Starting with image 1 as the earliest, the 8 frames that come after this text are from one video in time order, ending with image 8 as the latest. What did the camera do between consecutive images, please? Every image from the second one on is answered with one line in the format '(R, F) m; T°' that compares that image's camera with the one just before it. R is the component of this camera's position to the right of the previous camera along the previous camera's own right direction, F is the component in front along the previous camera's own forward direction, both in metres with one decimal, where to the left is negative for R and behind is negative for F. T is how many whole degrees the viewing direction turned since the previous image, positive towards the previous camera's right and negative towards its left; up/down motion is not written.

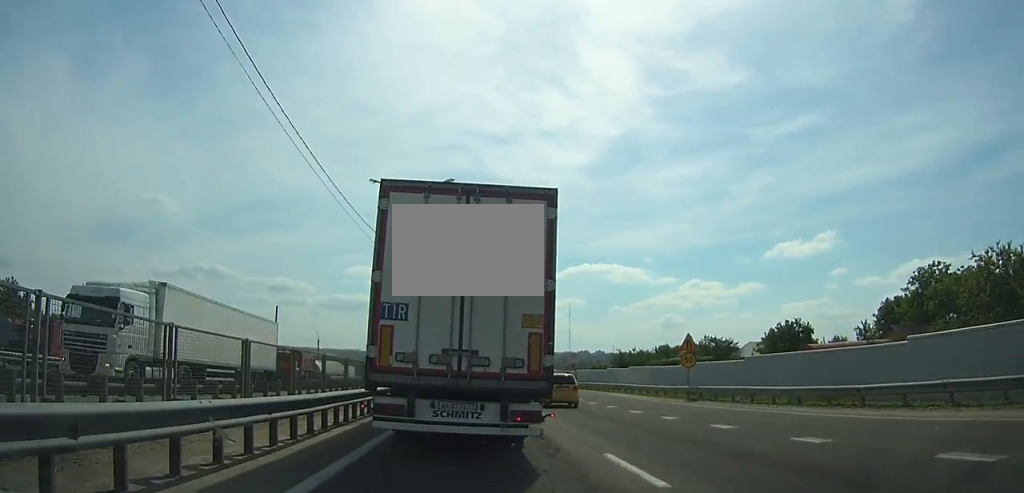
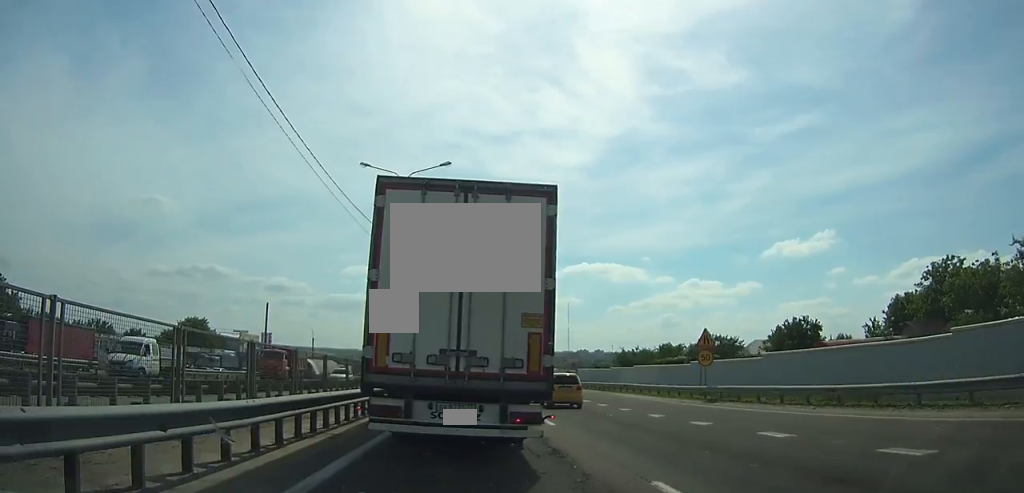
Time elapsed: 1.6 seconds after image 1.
(0.0, +2.3) m; +2°
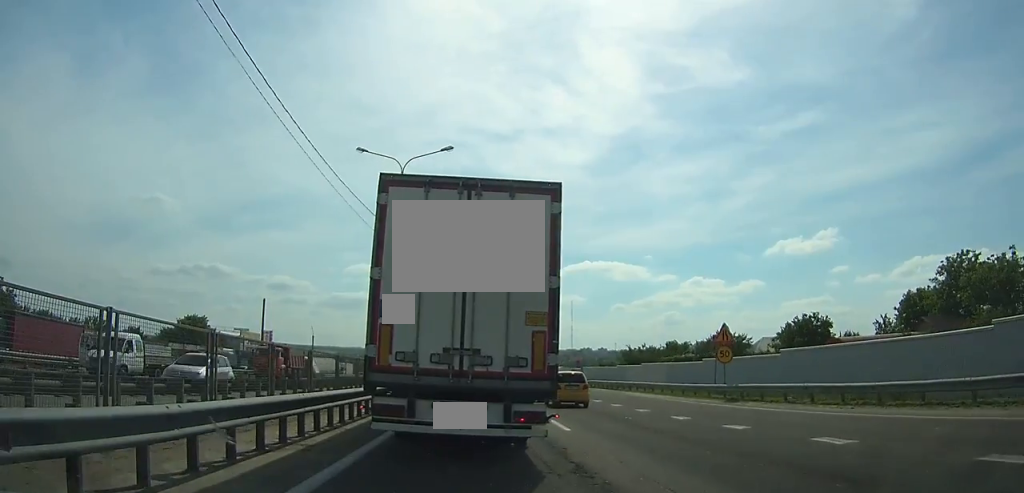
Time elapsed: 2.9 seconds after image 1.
(0.0, +1.9) m; +1°
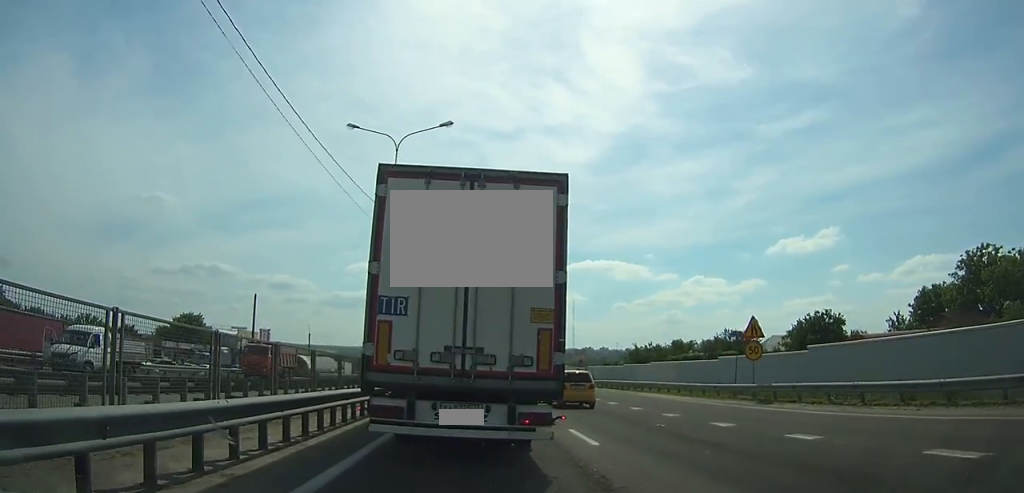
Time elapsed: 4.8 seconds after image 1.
(+0.1, +2.7) m; +1°
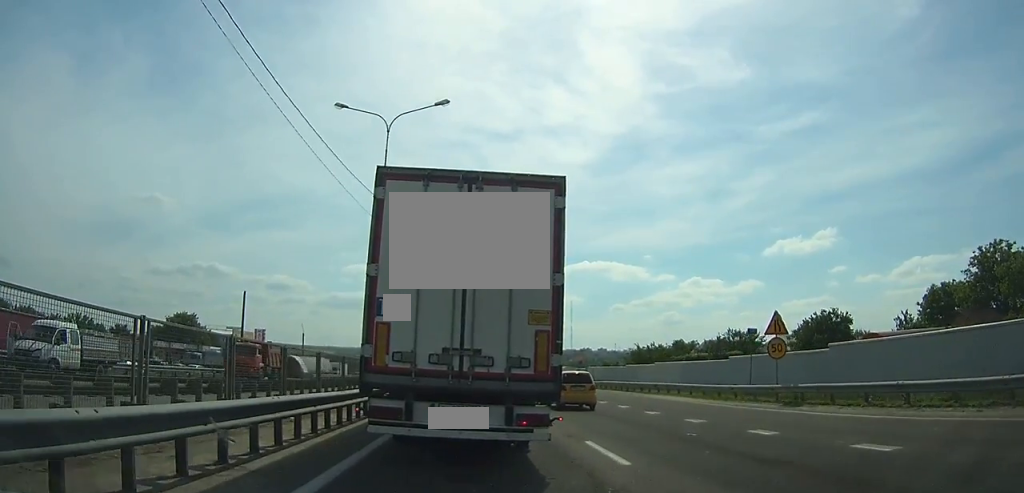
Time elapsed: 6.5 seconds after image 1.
(0.0, +2.5) m; 0°
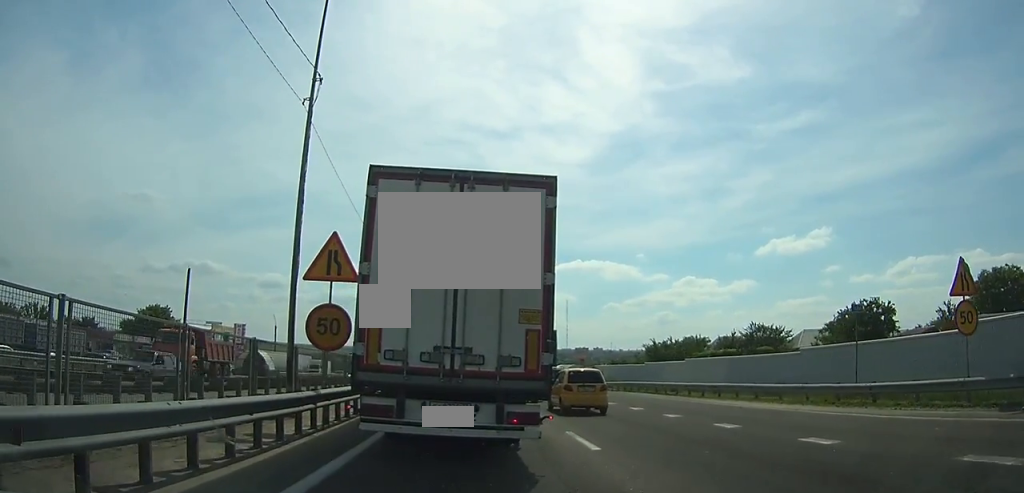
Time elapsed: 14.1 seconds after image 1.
(-0.2, +10.4) m; -2°
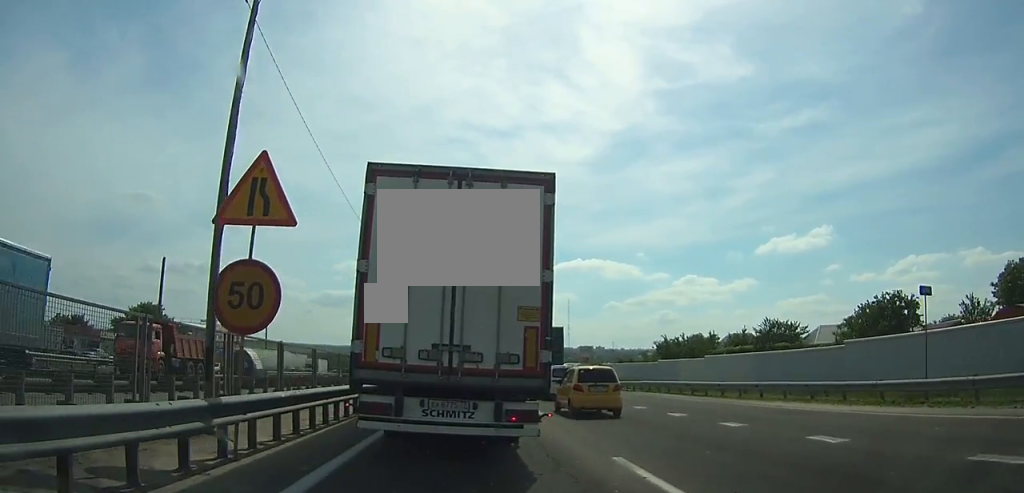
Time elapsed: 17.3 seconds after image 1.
(+0.1, +3.9) m; +1°
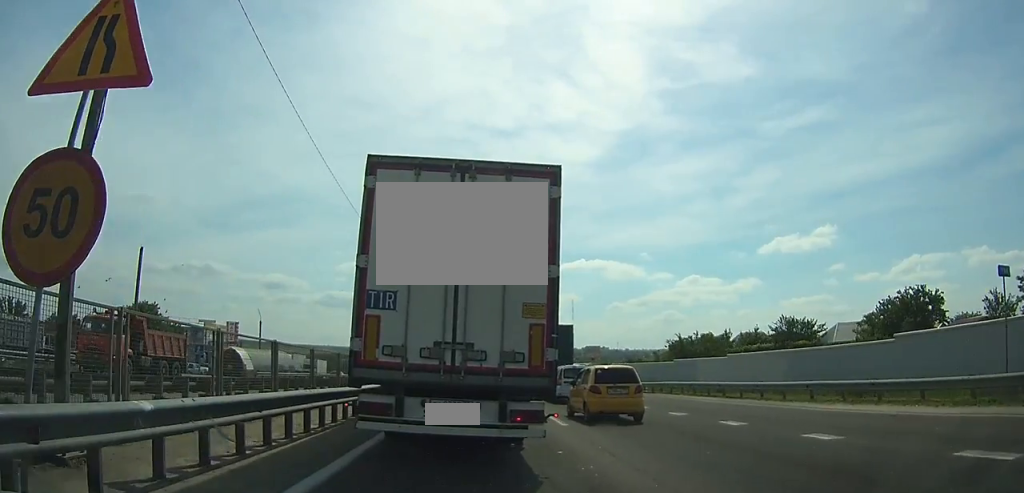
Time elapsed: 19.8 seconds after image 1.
(0.0, +2.8) m; 0°
